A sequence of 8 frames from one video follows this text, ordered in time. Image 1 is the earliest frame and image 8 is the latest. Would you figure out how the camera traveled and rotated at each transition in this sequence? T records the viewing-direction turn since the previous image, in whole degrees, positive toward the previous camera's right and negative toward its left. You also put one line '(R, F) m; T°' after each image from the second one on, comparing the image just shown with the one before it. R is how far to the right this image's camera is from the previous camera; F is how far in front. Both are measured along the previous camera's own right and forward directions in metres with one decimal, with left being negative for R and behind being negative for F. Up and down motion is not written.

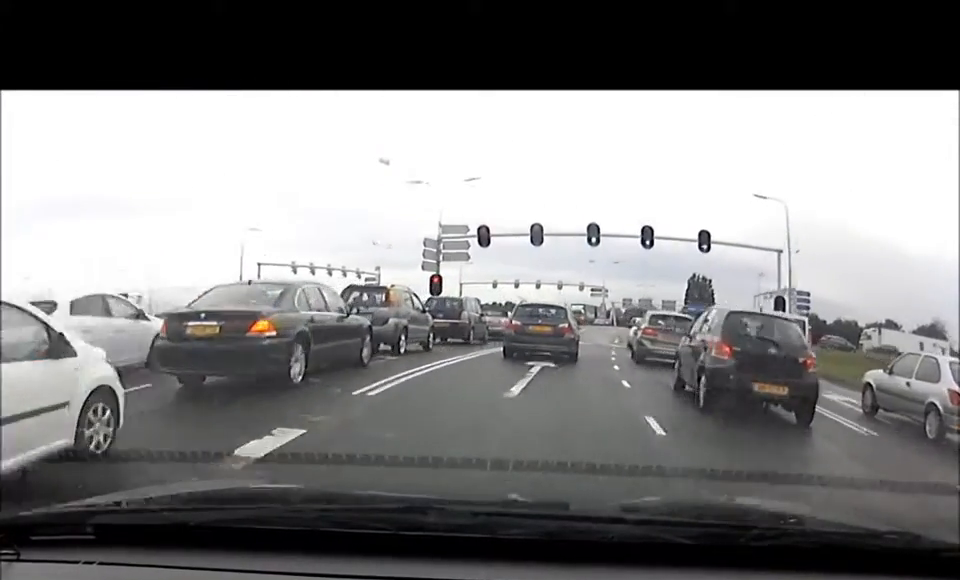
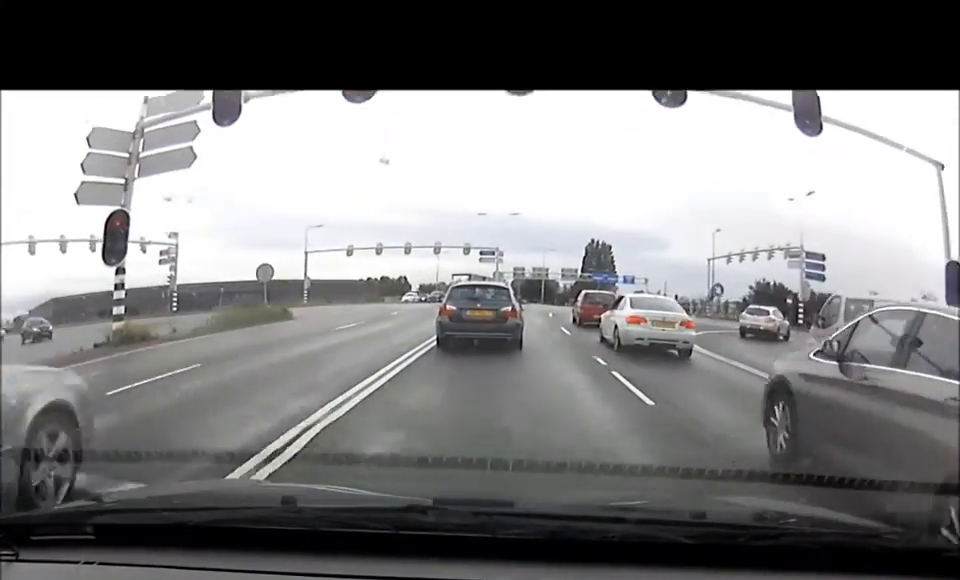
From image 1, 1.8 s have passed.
(+3.0, +22.9) m; +13°
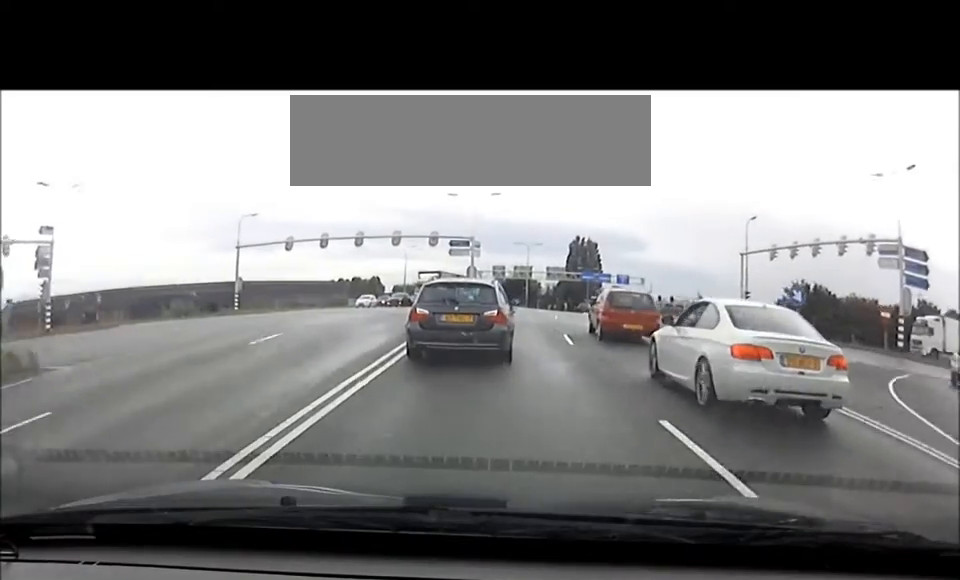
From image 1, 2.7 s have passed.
(+0.3, +12.1) m; +5°
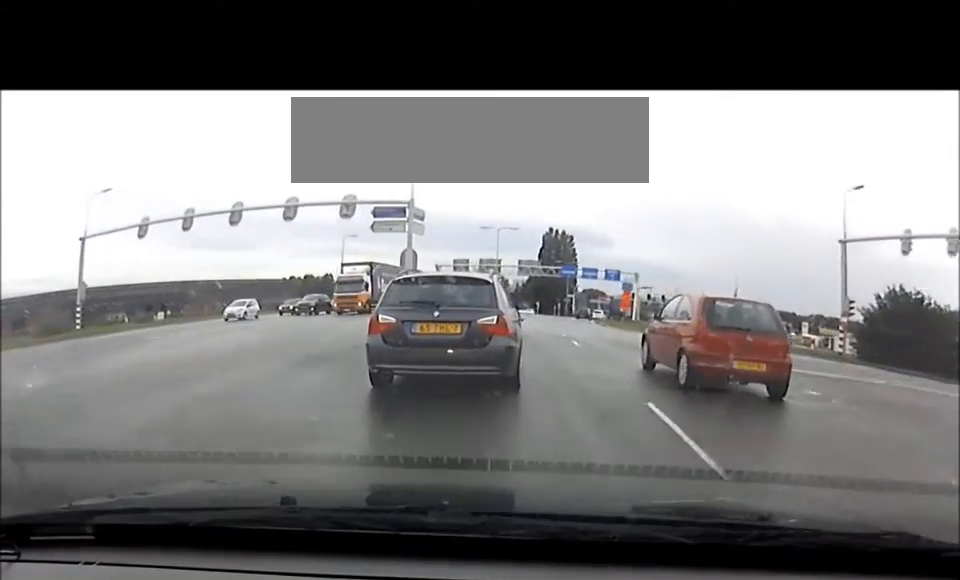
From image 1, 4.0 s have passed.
(+1.3, +17.5) m; +5°
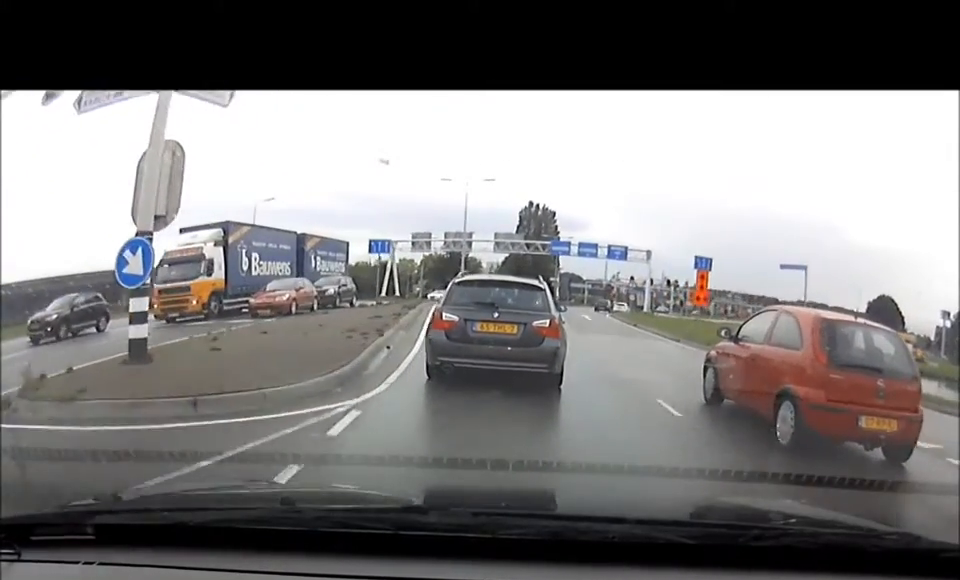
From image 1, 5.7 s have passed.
(+0.6, +25.4) m; +2°
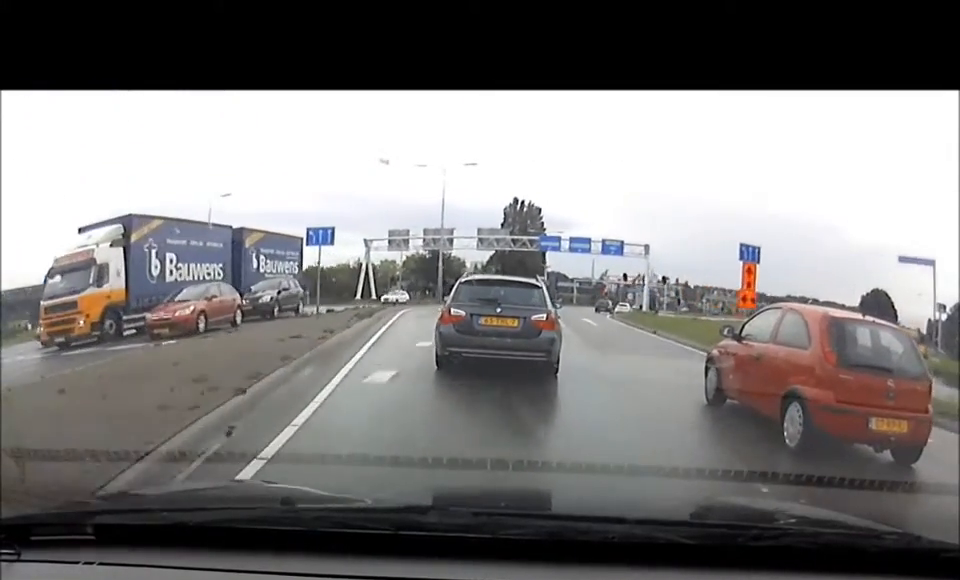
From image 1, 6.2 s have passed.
(+0.1, +8.8) m; 0°
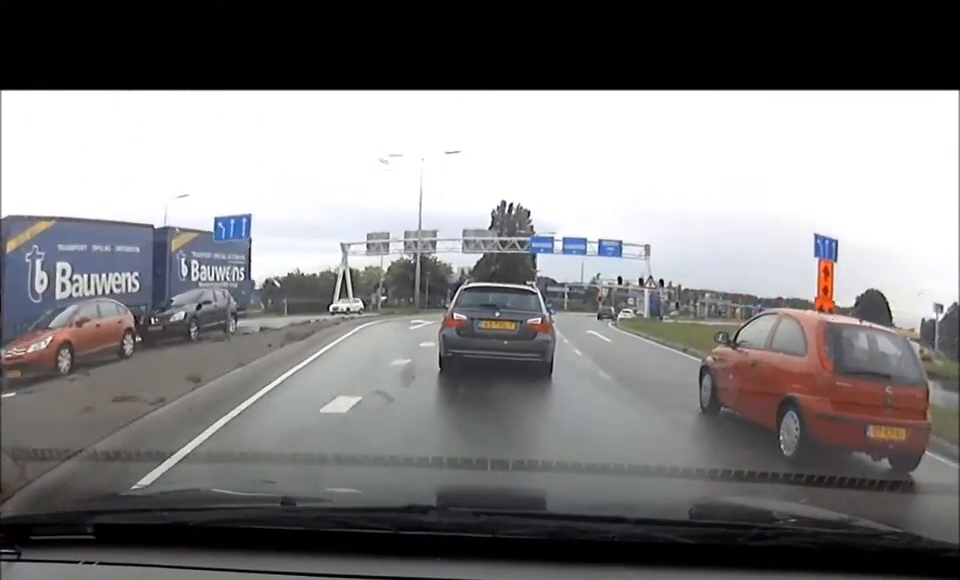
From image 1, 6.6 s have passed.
(0.0, +7.8) m; +1°
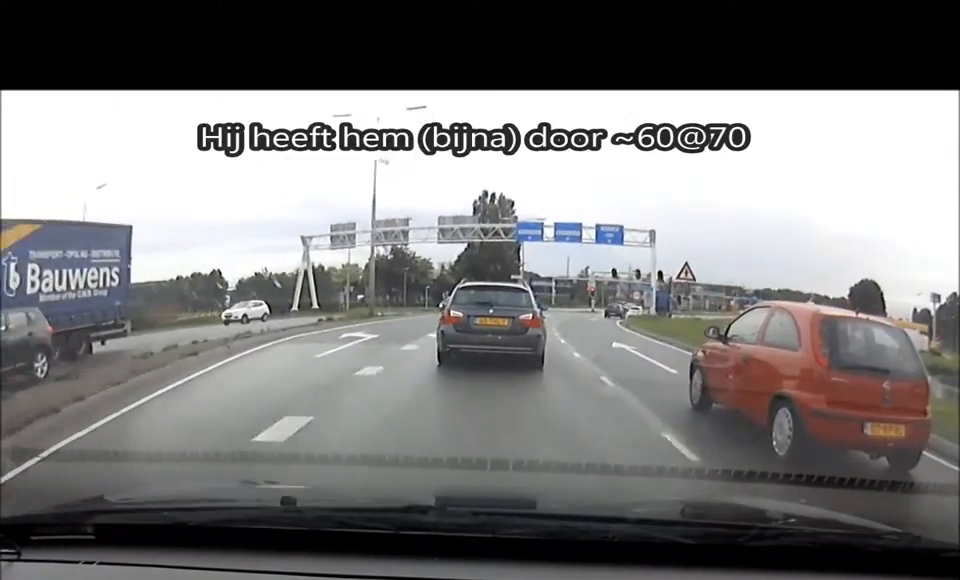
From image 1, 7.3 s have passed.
(-0.1, +11.7) m; +1°
